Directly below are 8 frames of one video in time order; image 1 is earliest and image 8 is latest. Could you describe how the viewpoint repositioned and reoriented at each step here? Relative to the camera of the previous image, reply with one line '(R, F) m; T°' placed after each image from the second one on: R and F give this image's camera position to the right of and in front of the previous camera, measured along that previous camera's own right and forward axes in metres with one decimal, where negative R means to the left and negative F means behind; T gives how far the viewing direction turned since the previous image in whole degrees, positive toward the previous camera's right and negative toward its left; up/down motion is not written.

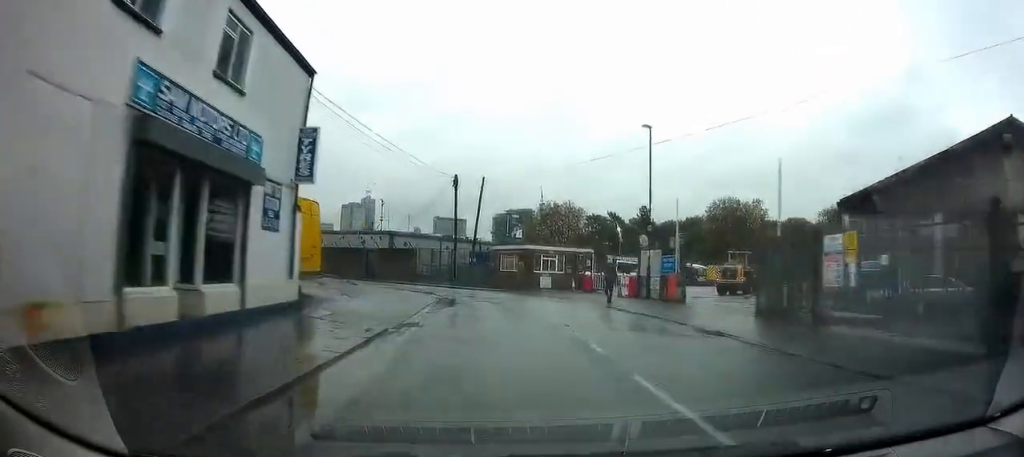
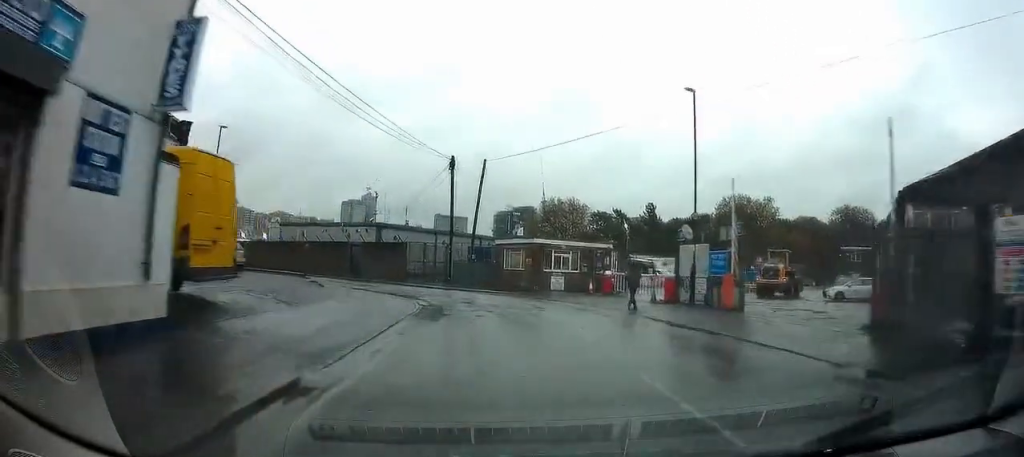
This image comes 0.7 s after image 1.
(+0.6, +5.7) m; +1°
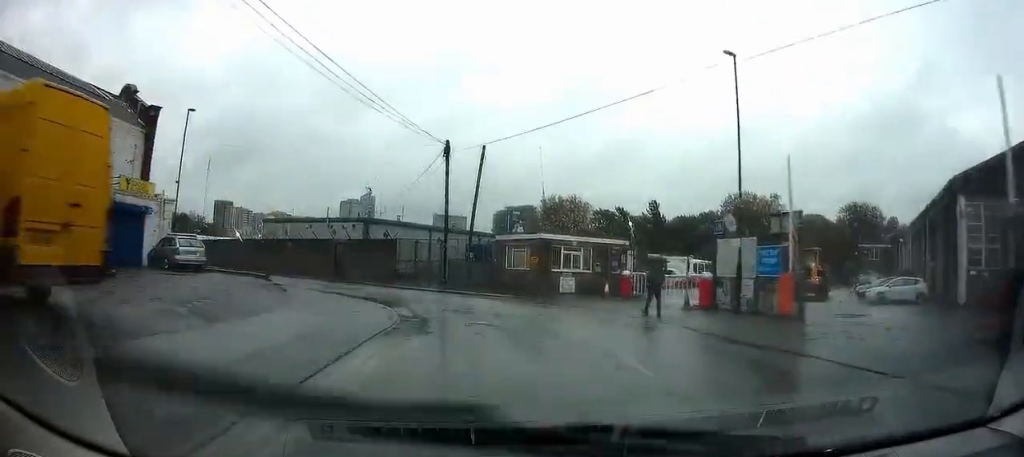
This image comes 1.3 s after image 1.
(-0.4, +4.0) m; 0°
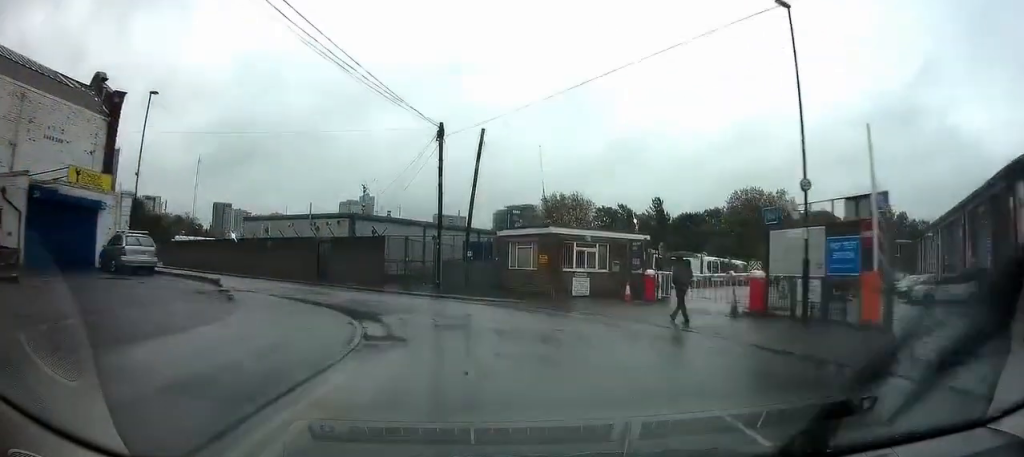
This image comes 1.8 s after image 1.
(-0.3, +4.1) m; 0°
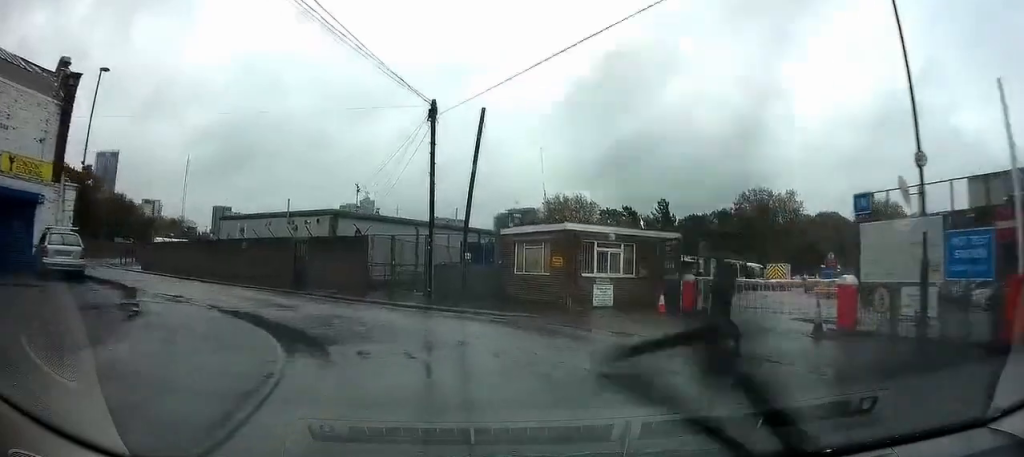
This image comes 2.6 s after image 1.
(+0.5, +4.6) m; -2°
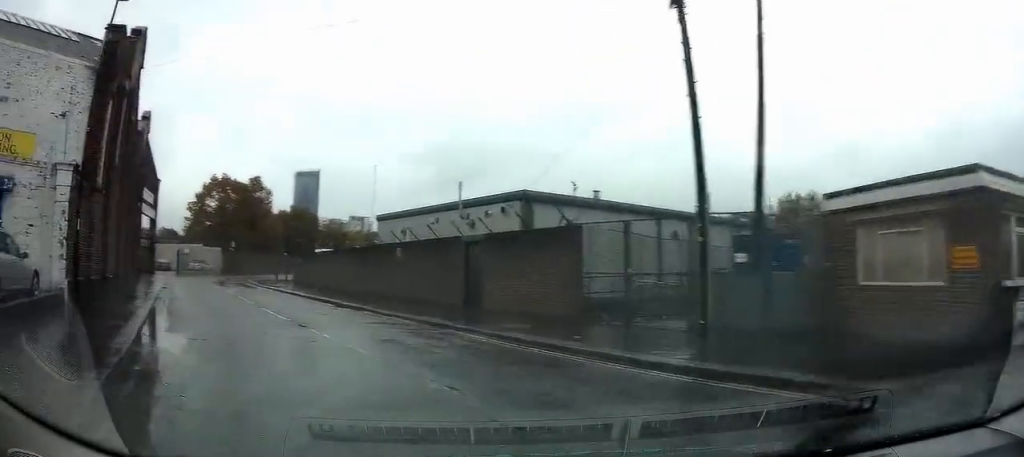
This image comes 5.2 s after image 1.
(-2.3, +10.7) m; -25°
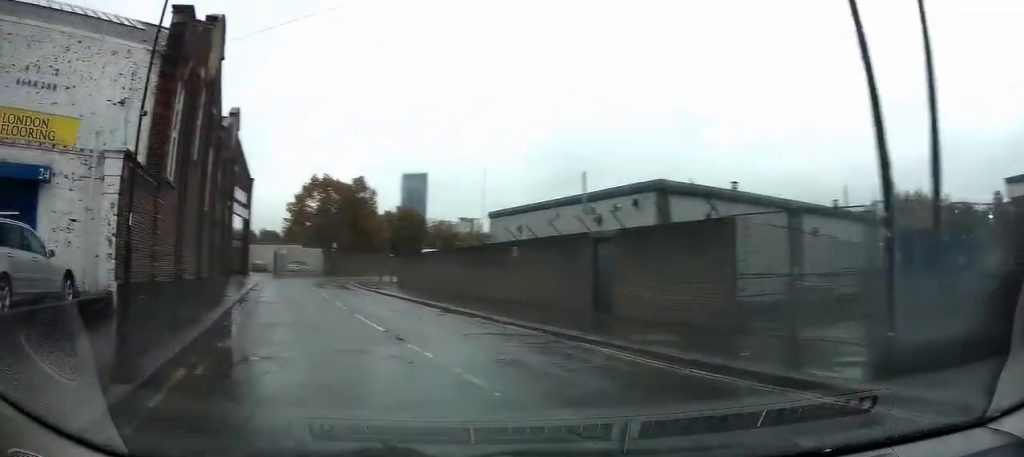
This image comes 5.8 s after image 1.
(0.0, +1.9) m; -8°
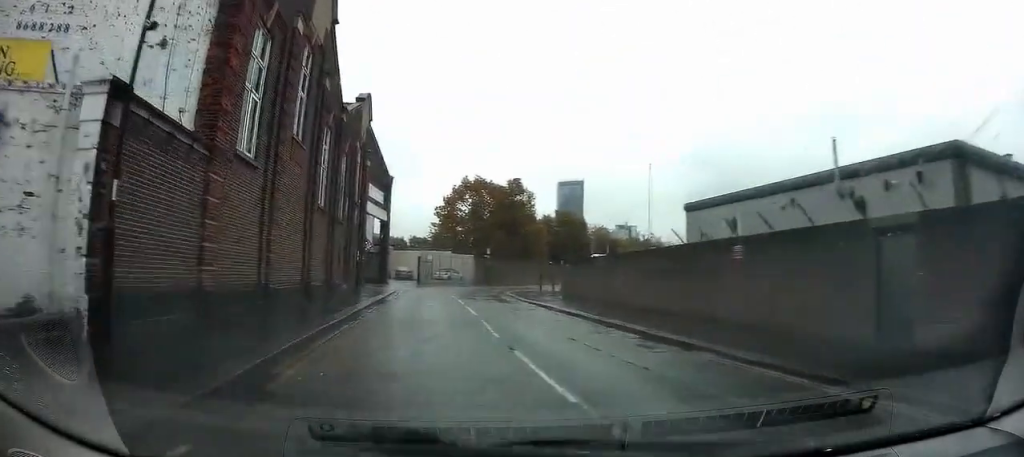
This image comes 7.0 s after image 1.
(-0.7, +4.9) m; -14°
